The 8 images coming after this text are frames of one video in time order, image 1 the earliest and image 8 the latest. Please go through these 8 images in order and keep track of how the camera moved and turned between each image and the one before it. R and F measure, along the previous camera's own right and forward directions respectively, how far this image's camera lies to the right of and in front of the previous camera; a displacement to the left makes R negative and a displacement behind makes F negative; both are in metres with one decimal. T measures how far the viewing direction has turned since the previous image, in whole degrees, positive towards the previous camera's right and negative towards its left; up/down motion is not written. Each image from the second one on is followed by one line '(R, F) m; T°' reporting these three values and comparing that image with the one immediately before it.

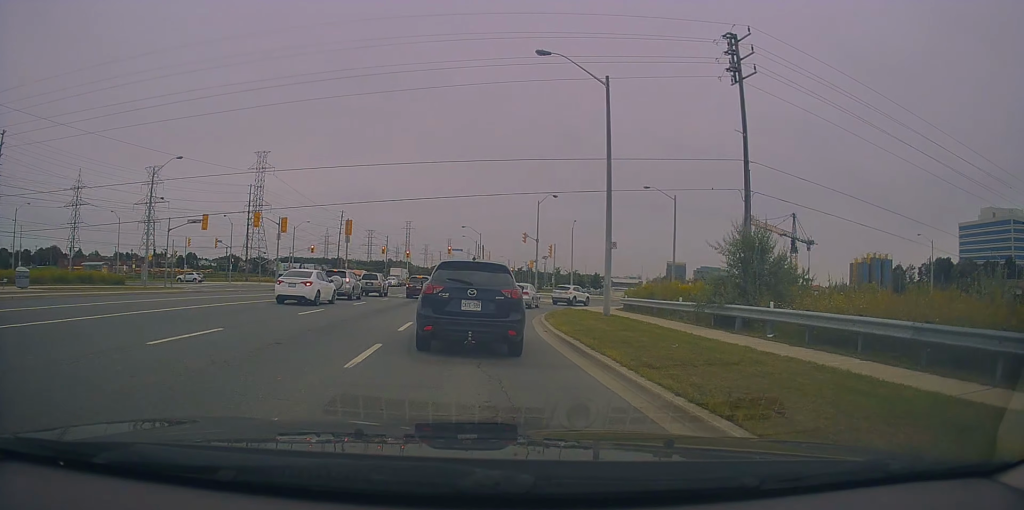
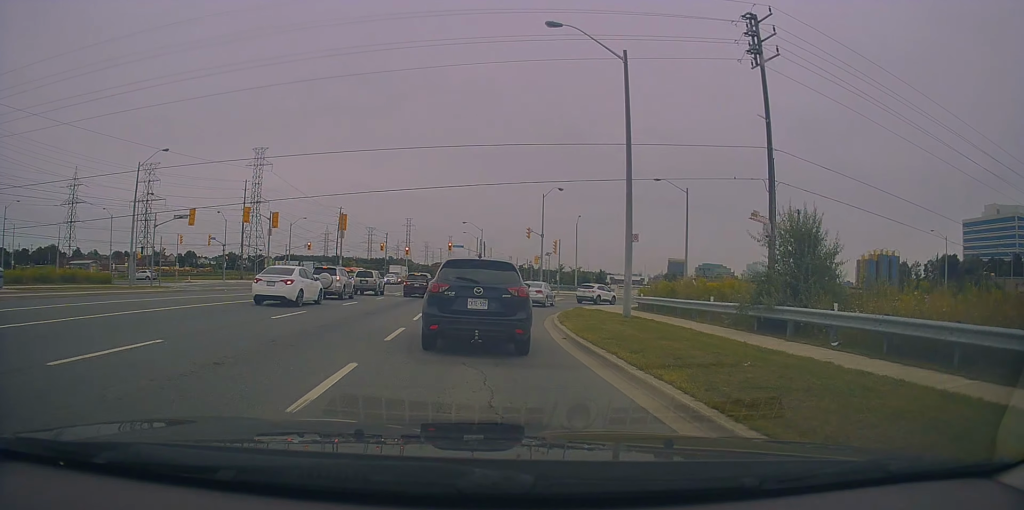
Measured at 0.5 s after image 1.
(+0.1, +2.6) m; +1°
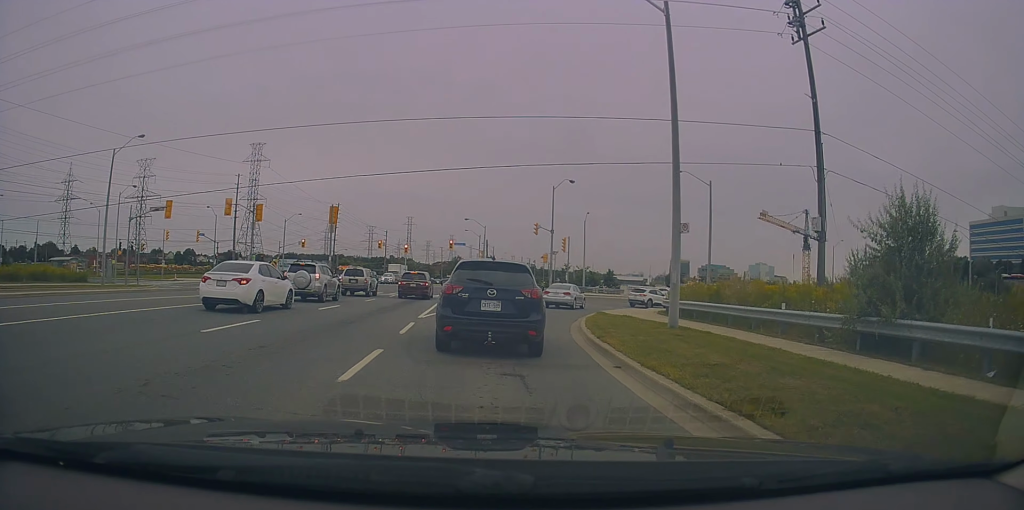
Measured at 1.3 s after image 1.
(+0.4, +4.5) m; -2°
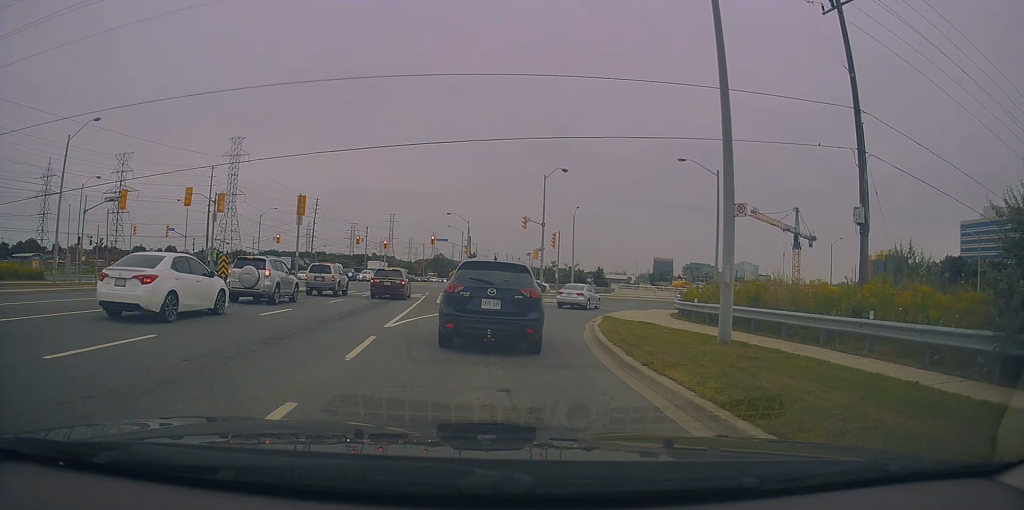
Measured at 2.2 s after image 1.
(-0.6, +4.3) m; -2°
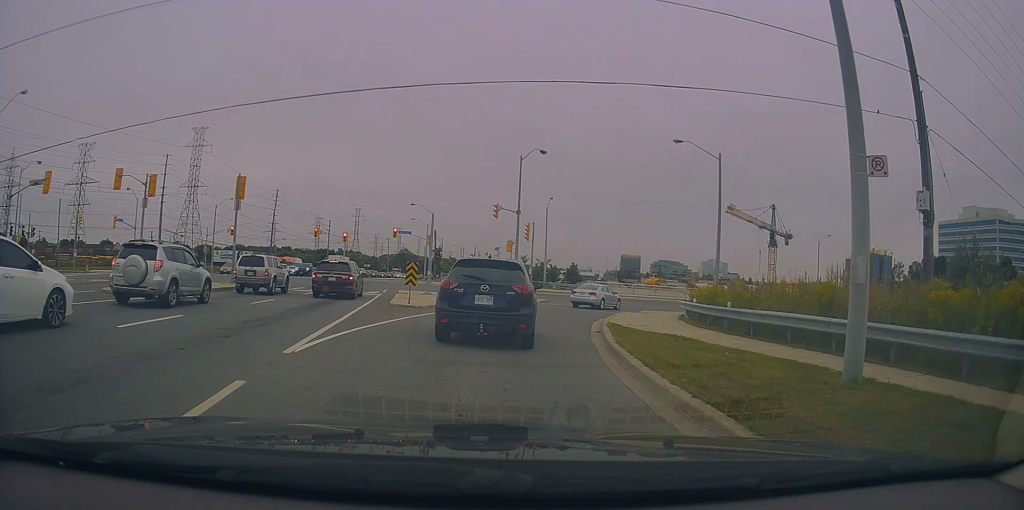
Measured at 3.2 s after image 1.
(+0.4, +5.5) m; +5°
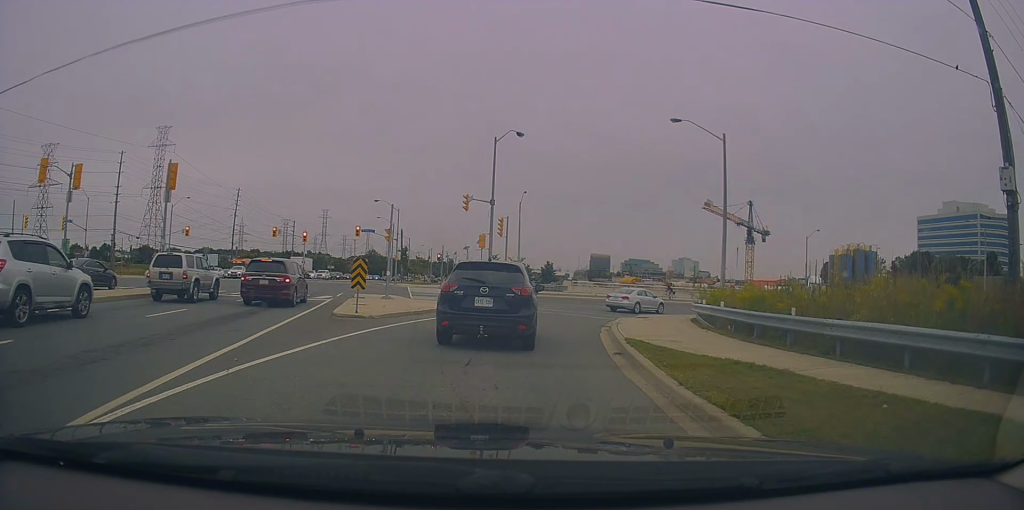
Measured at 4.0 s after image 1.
(+0.1, +5.0) m; +5°
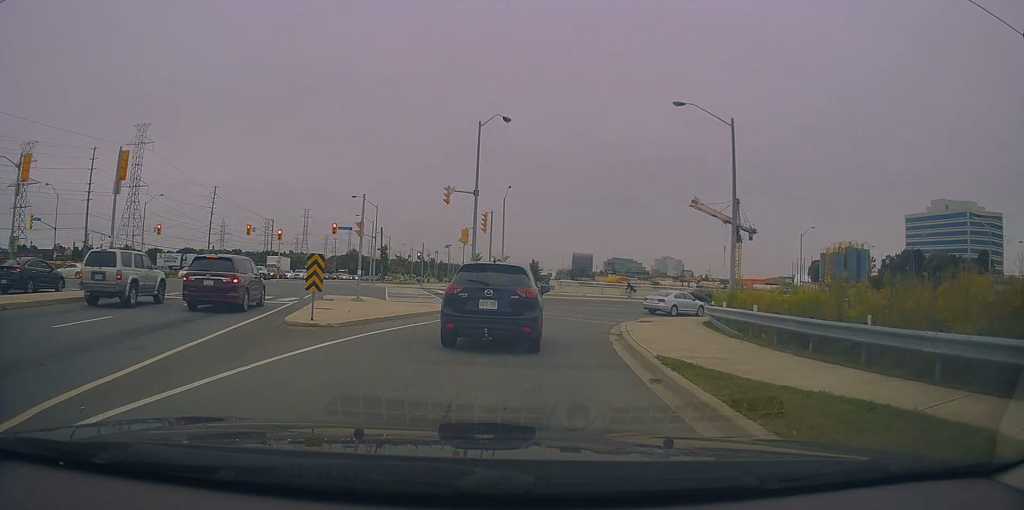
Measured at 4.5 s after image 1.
(+0.1, +3.1) m; +3°
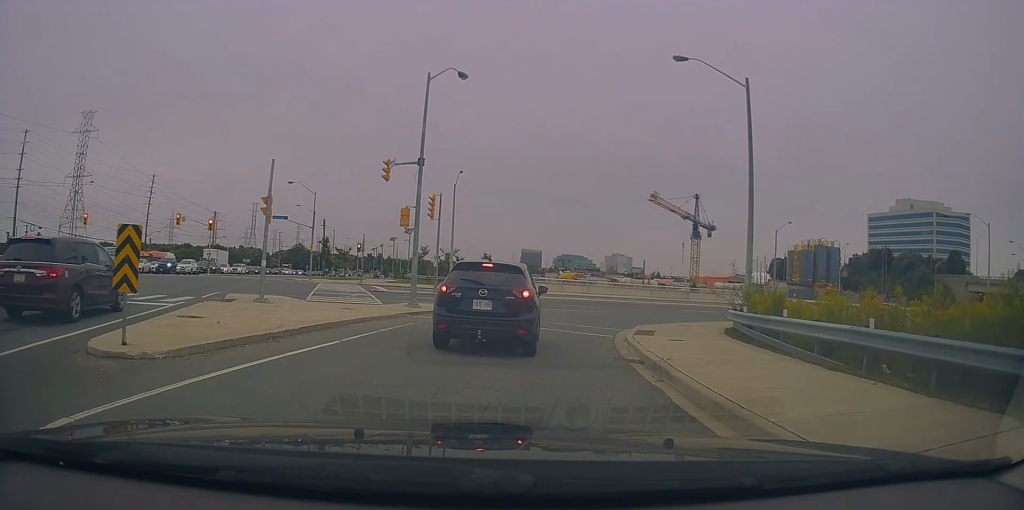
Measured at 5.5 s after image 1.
(+0.5, +6.5) m; +5°
